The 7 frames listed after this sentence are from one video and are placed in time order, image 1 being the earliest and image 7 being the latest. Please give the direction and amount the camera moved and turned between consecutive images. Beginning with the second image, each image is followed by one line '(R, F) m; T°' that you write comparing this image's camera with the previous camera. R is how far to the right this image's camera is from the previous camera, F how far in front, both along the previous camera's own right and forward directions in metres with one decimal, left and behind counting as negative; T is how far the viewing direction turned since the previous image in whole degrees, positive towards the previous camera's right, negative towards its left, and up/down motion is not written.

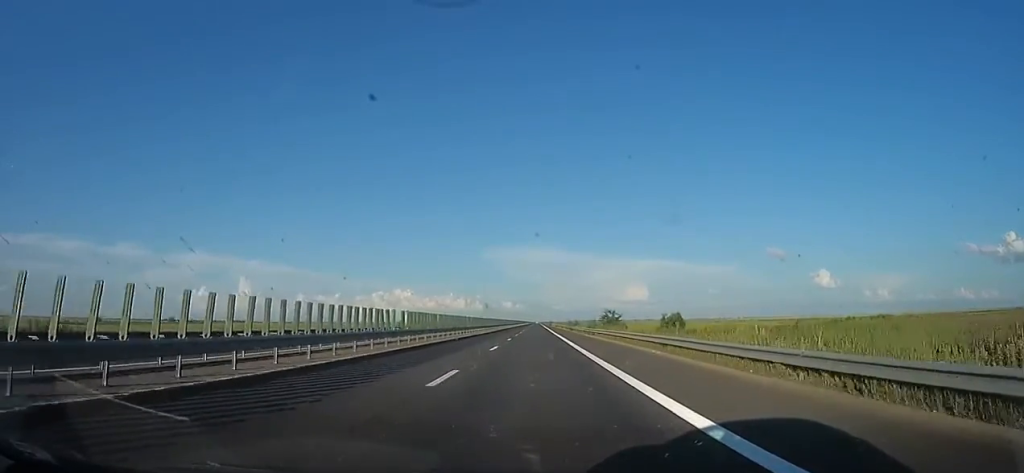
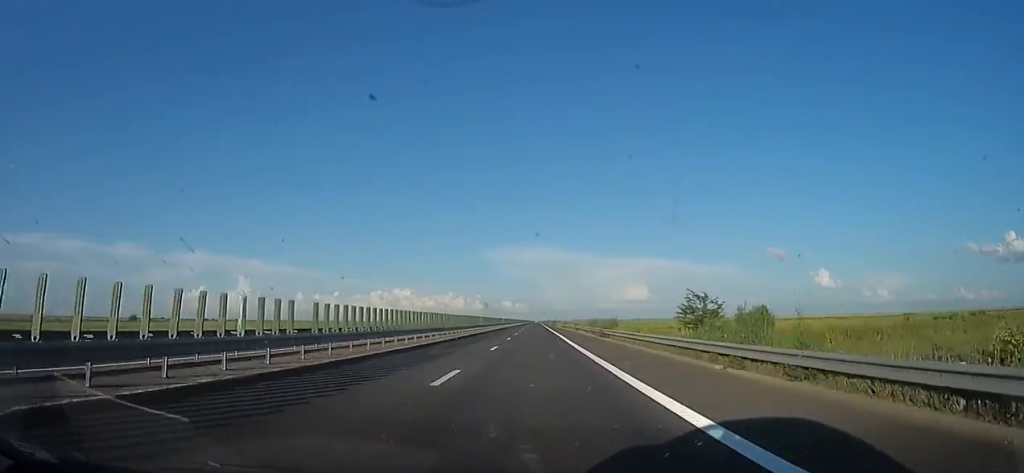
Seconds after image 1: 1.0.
(-1.3, +36.6) m; -2°
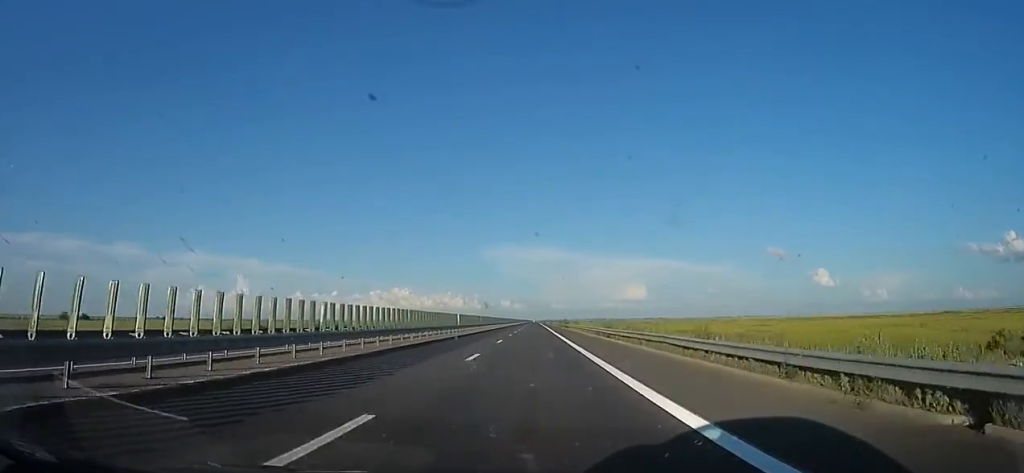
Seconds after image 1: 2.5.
(+1.2, +54.0) m; +2°
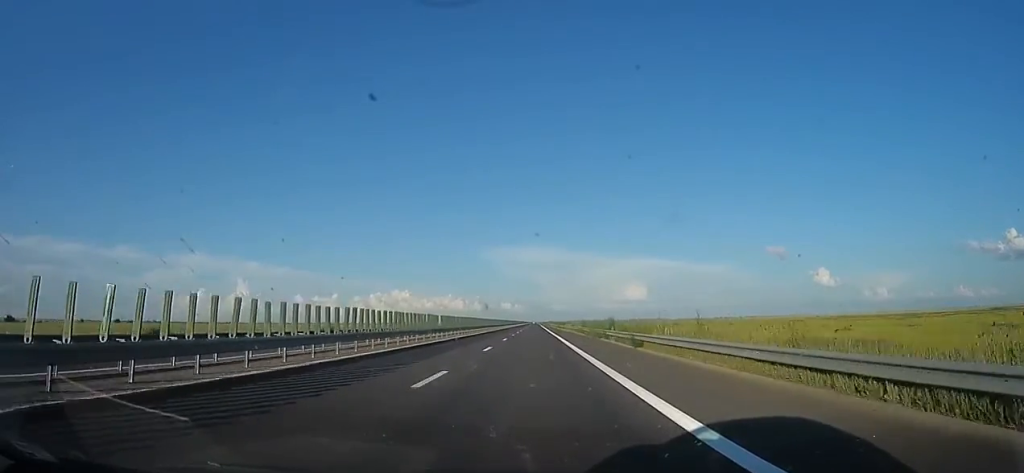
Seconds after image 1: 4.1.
(-0.7, +53.8) m; -2°
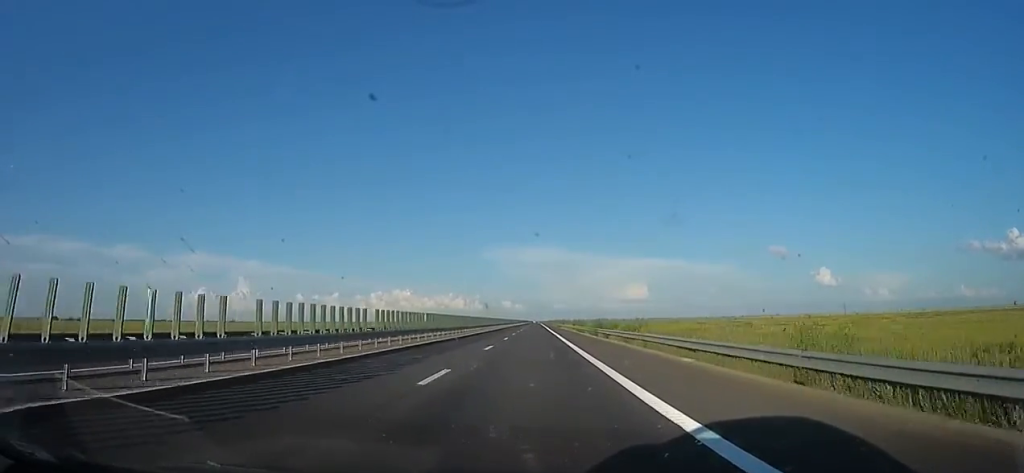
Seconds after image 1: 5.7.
(0.0, +59.2) m; +2°
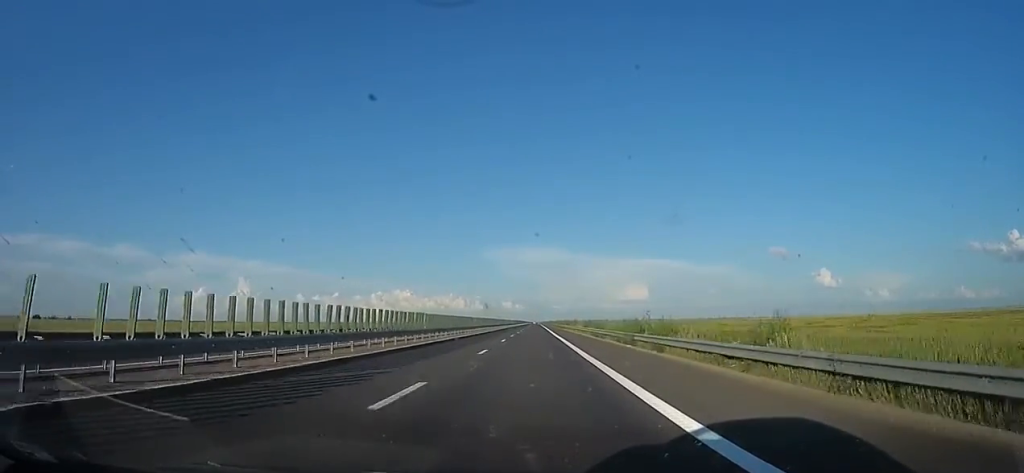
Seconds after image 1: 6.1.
(-0.2, +14.8) m; +1°
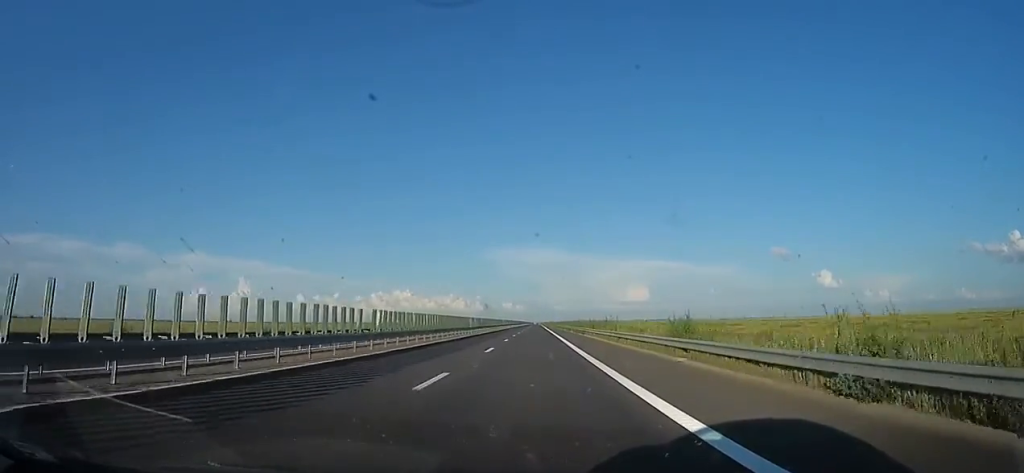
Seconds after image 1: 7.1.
(+1.4, +33.8) m; 0°
